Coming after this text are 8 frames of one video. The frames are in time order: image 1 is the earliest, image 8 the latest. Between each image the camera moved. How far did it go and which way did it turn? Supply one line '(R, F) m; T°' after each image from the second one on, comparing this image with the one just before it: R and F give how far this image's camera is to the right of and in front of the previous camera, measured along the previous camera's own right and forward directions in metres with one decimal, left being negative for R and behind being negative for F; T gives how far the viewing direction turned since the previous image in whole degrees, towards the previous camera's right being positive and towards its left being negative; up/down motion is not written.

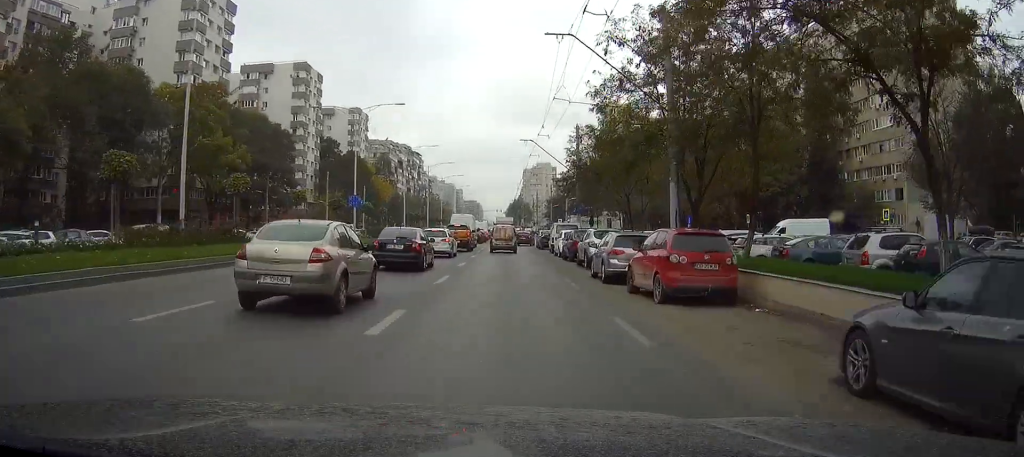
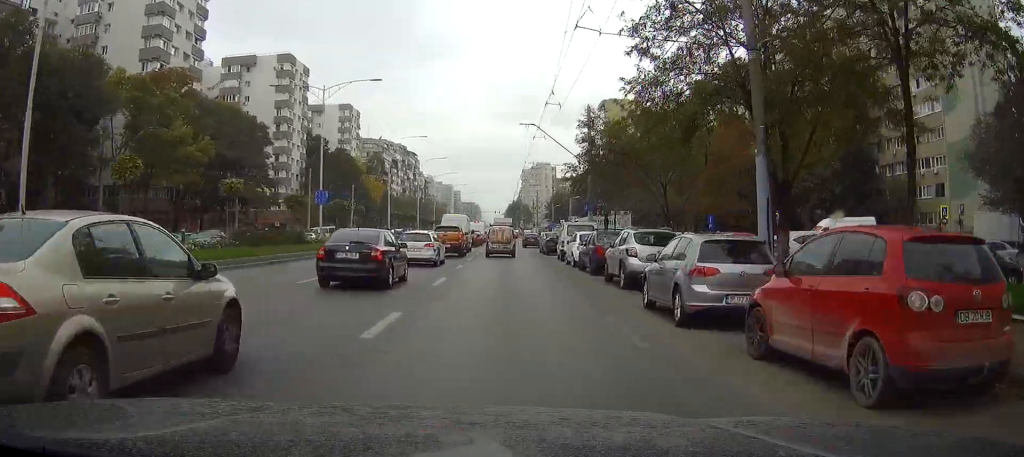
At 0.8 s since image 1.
(0.0, +9.3) m; 0°
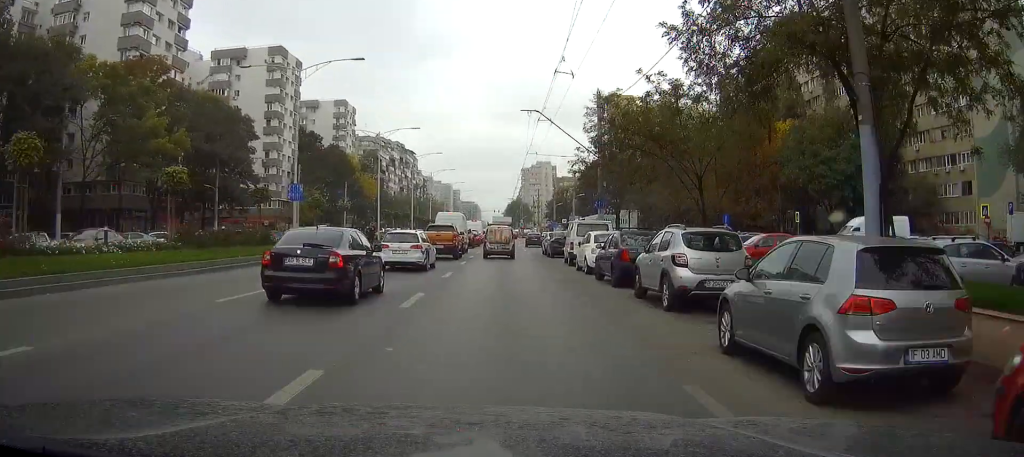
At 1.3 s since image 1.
(0.0, +5.4) m; 0°
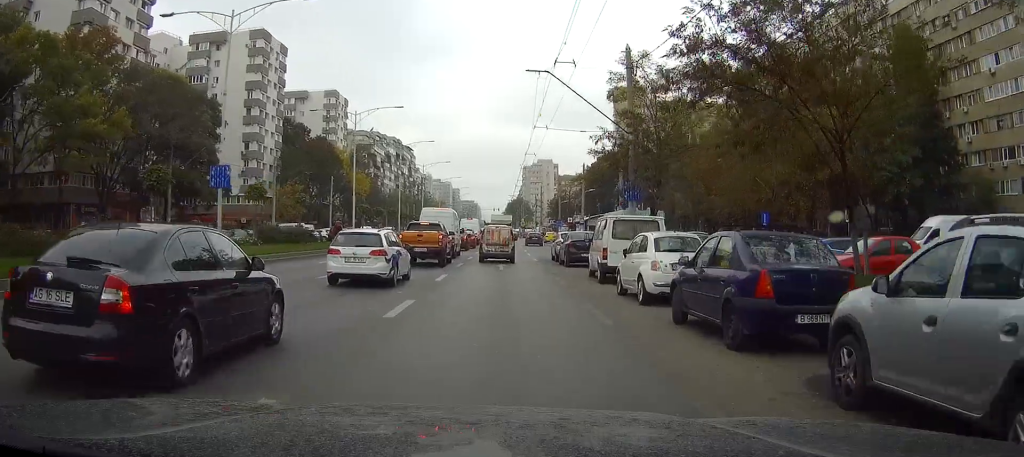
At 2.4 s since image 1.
(-0.1, +10.6) m; +1°
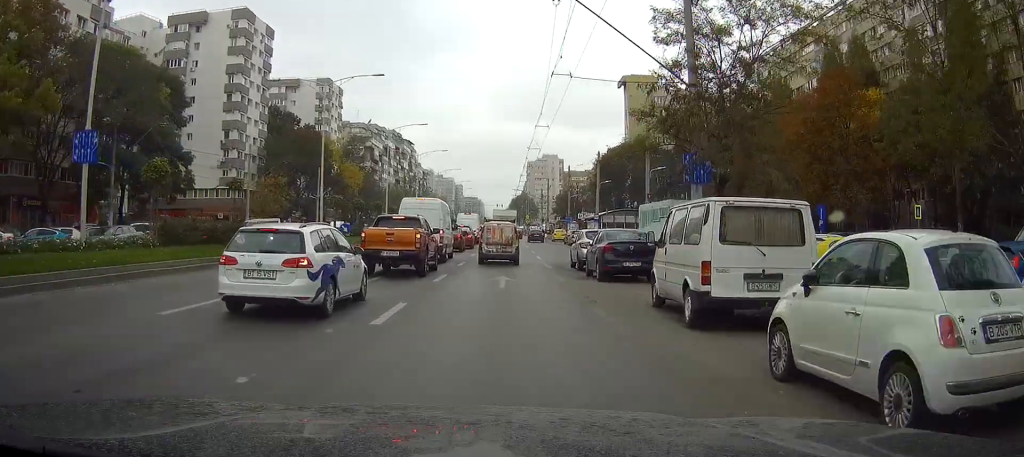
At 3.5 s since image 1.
(+0.2, +10.4) m; +2°
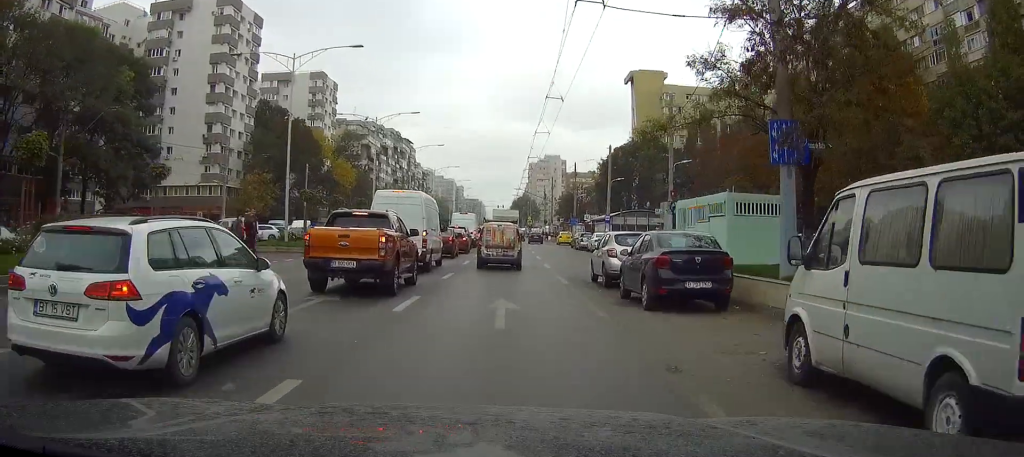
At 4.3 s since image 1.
(0.0, +7.3) m; 0°
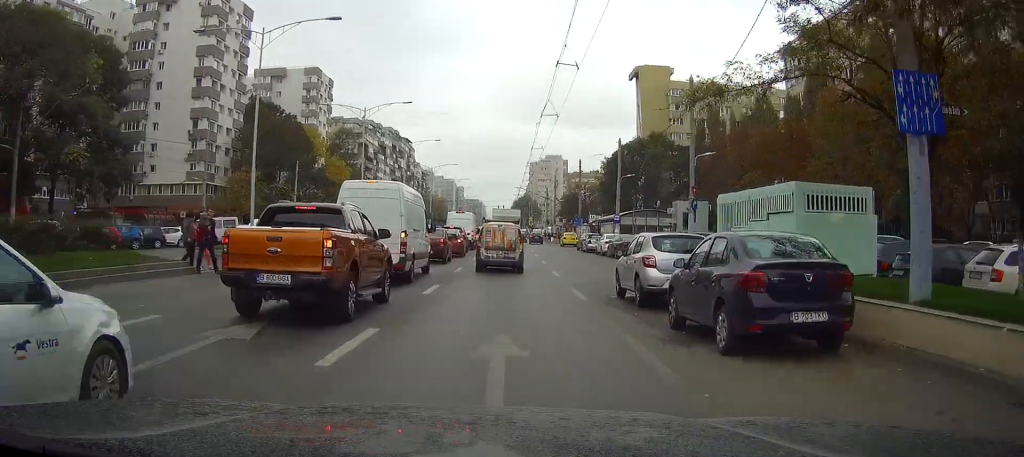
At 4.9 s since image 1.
(0.0, +5.2) m; -1°
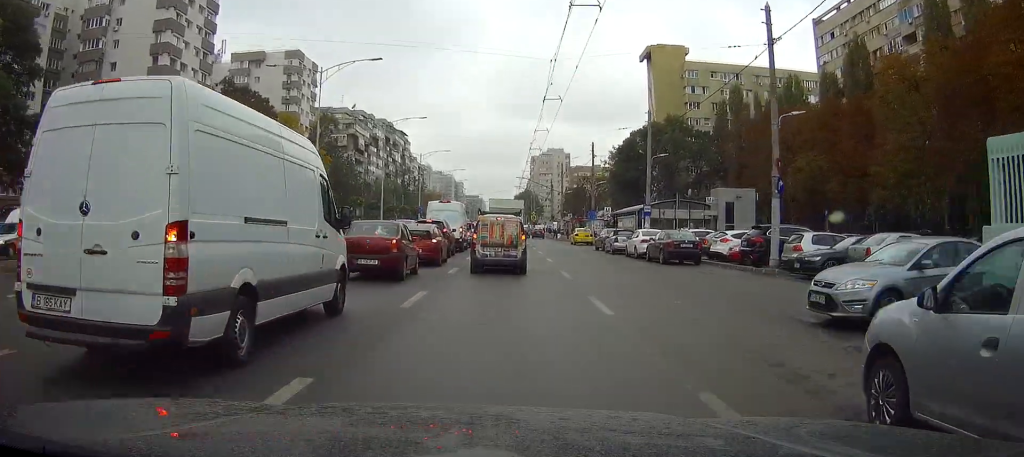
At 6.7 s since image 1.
(-0.4, +13.1) m; -4°
